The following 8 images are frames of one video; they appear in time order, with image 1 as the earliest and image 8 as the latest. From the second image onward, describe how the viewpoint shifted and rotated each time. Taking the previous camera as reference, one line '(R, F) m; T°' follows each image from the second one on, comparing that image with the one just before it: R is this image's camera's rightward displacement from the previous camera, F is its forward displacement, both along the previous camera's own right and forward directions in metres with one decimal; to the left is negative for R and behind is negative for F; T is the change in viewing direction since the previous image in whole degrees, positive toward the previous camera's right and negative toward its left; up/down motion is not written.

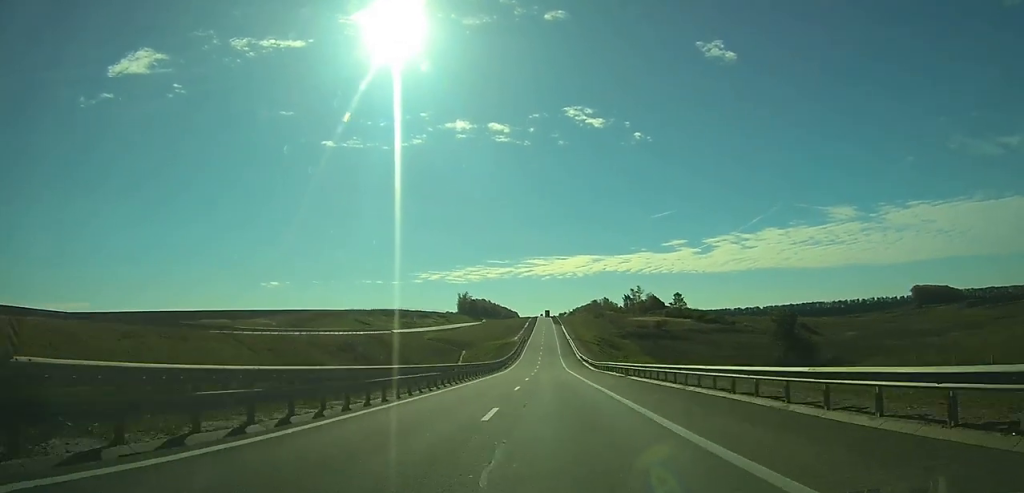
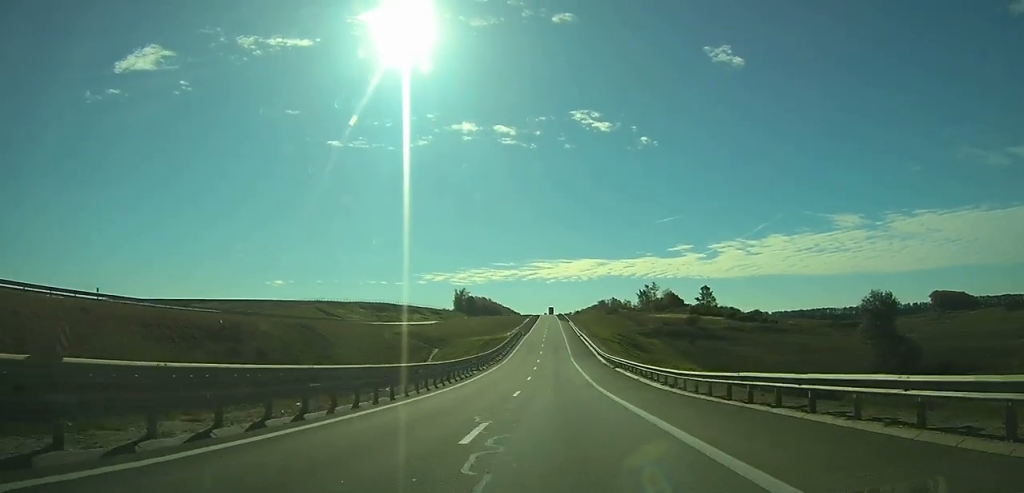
(+0.9, +39.3) m; +1°
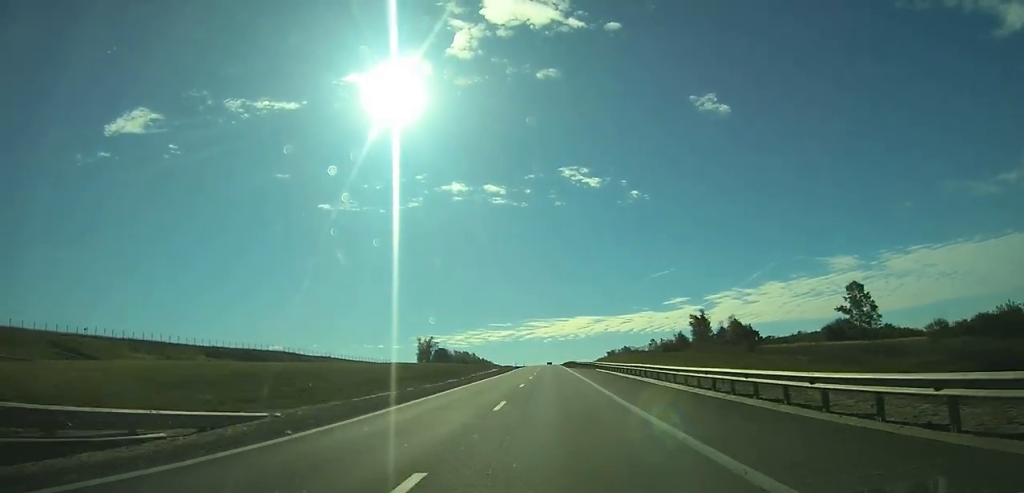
(+1.3, +112.0) m; +1°
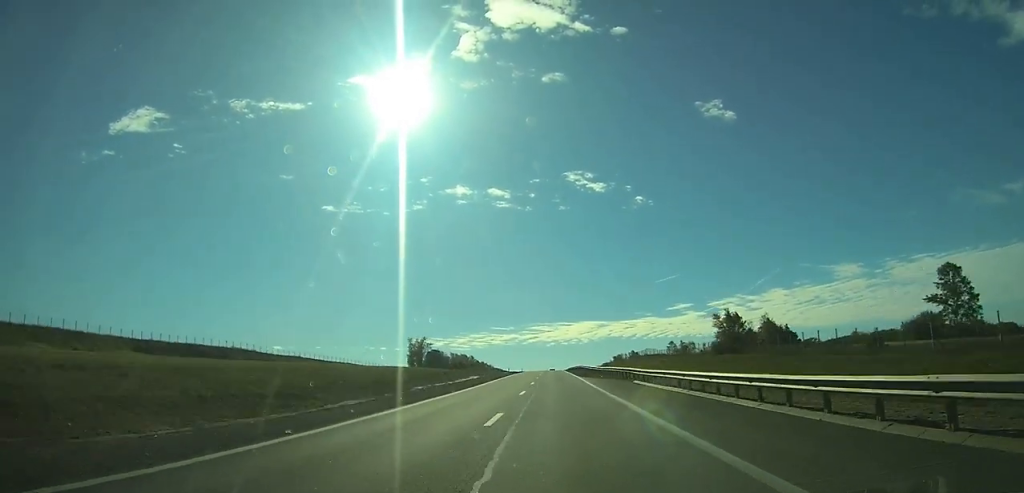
(-0.2, +27.9) m; 0°
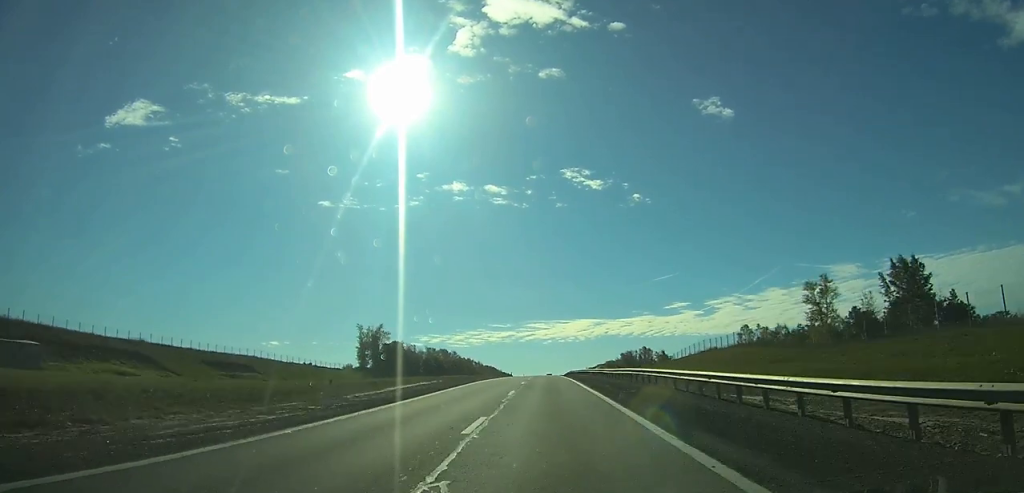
(-0.2, +74.3) m; 0°
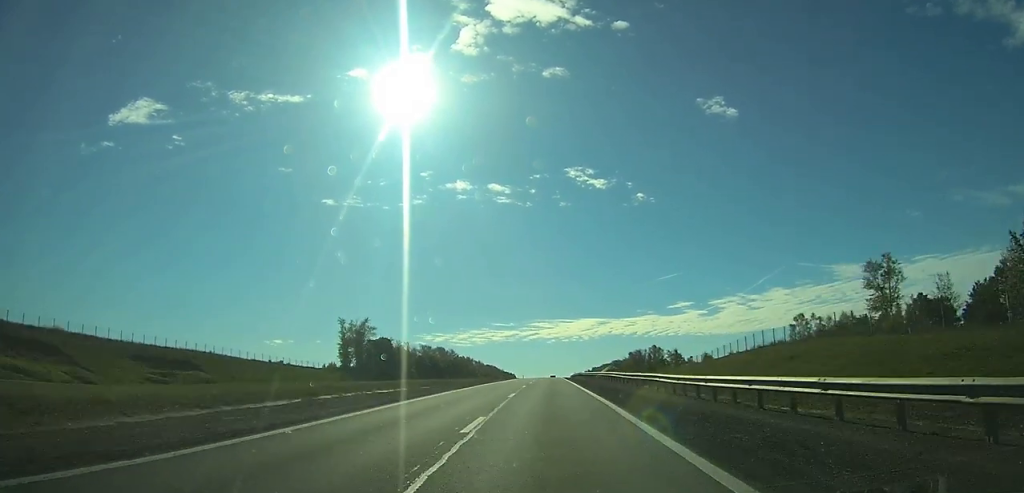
(0.0, +23.9) m; 0°
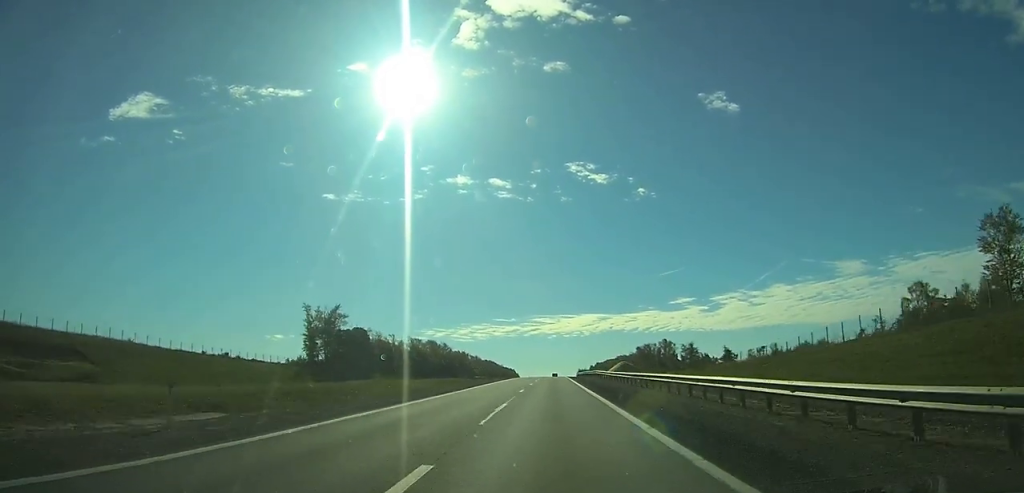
(0.0, +30.6) m; 0°
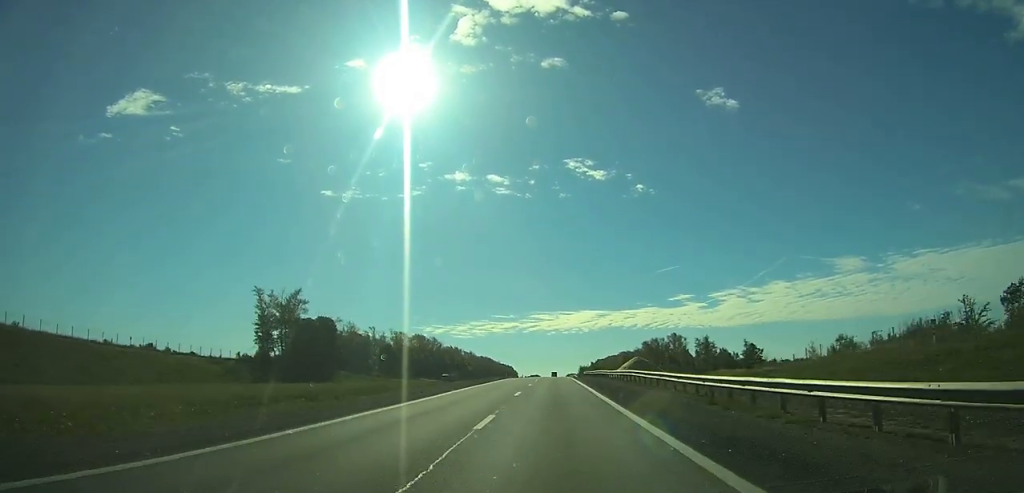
(0.0, +28.8) m; 0°
